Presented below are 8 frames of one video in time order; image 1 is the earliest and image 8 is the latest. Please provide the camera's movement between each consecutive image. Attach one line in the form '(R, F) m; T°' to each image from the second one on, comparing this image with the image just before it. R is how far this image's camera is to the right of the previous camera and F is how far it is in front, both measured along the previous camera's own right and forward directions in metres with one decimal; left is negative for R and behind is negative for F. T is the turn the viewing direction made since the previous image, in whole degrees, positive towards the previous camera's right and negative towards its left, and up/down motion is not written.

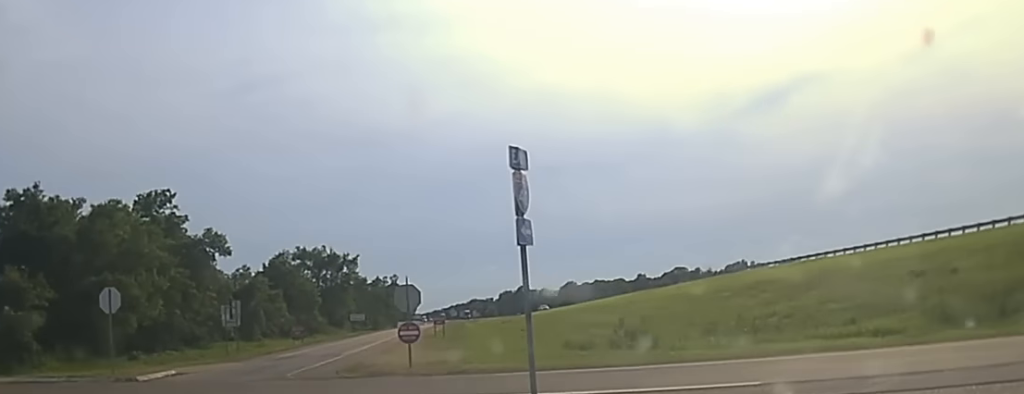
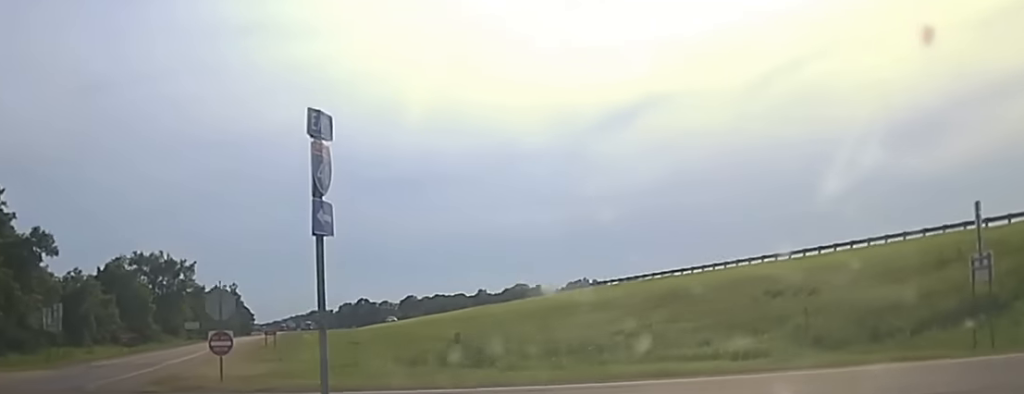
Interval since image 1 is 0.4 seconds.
(+0.1, +3.2) m; +10°
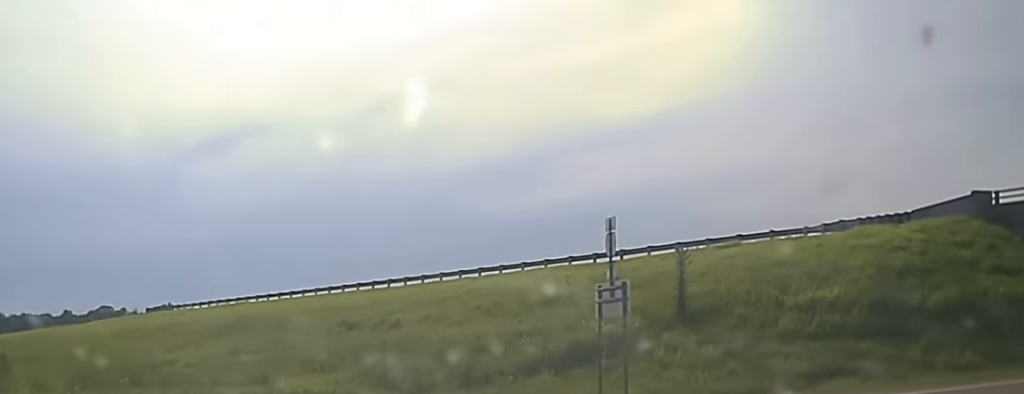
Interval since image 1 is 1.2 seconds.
(+1.2, +5.6) m; +23°
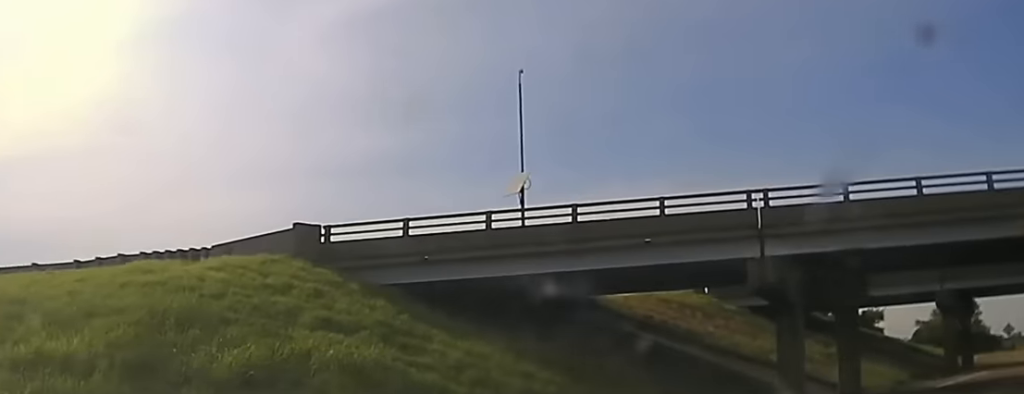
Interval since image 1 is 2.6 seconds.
(+2.8, +9.0) m; +40°
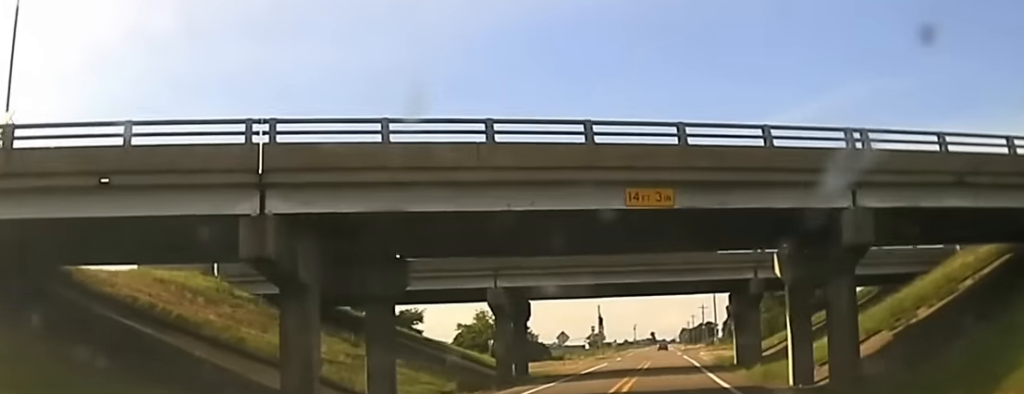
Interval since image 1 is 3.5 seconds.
(+2.5, +8.7) m; +18°
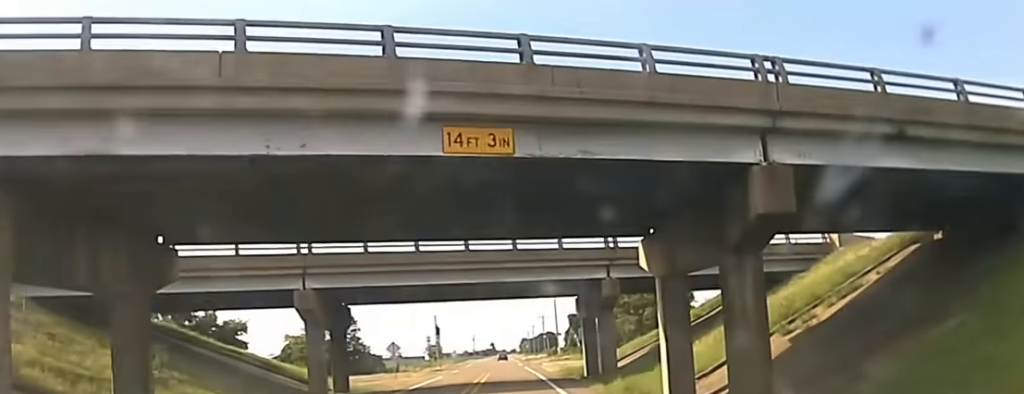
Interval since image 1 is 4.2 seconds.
(+0.4, +7.7) m; +5°
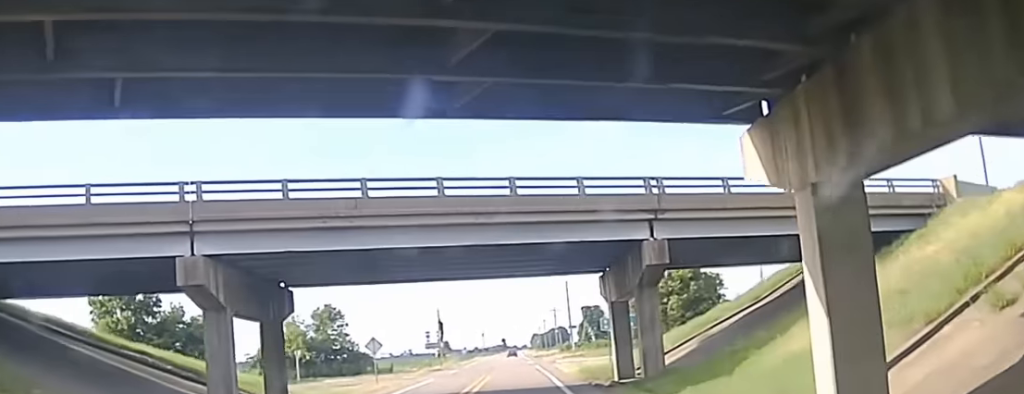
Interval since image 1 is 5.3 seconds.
(+0.7, +15.5) m; +4°
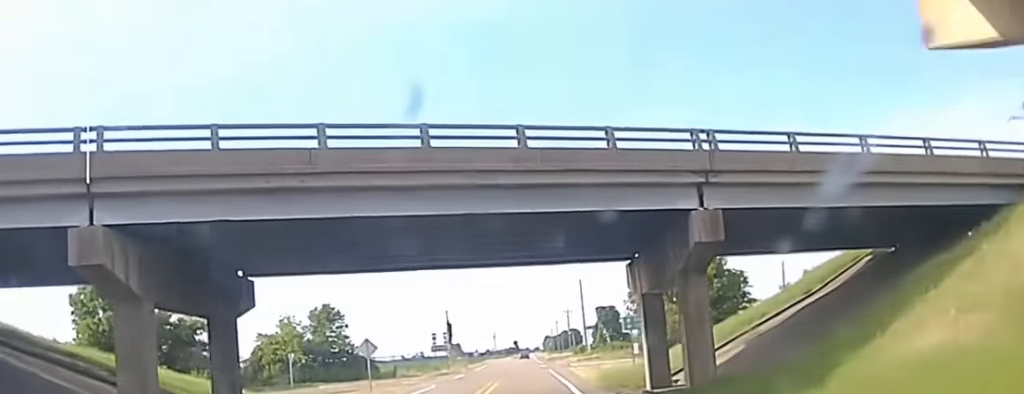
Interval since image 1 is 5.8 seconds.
(+0.2, +7.6) m; +1°
